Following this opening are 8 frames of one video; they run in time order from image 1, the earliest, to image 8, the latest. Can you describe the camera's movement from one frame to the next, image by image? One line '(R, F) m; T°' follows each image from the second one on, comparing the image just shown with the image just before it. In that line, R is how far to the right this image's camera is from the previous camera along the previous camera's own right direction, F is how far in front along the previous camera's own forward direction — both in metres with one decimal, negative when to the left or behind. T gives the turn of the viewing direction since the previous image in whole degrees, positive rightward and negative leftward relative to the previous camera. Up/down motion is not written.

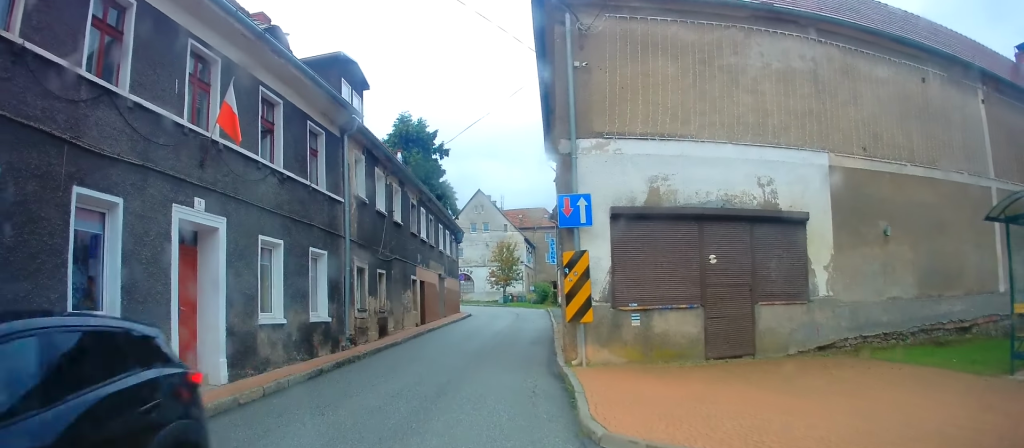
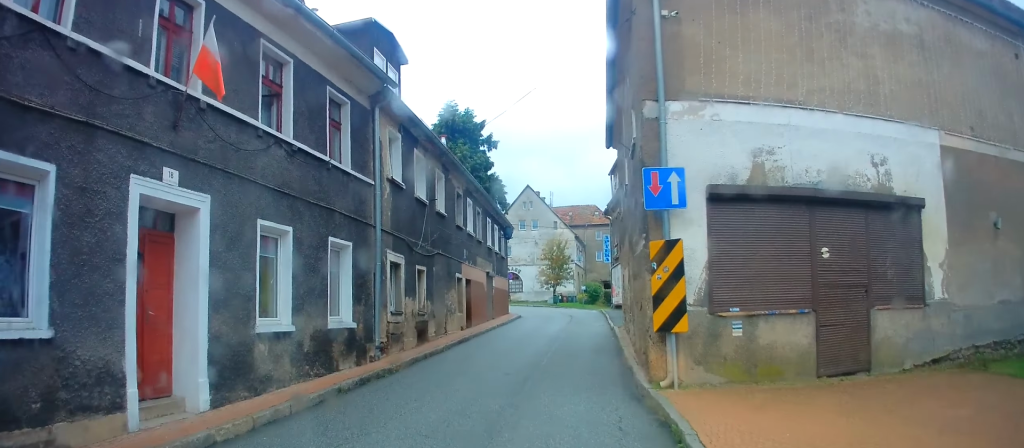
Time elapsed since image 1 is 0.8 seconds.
(-0.2, +2.2) m; -8°
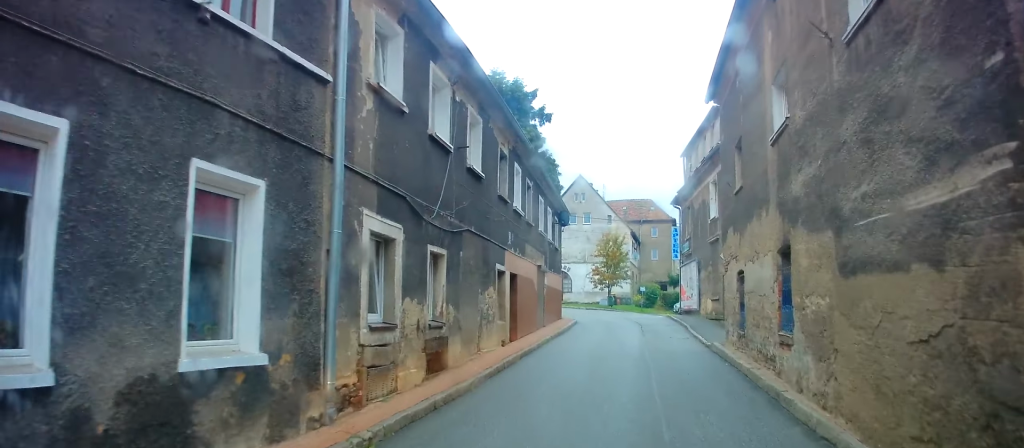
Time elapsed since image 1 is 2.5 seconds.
(+0.1, +5.6) m; +5°
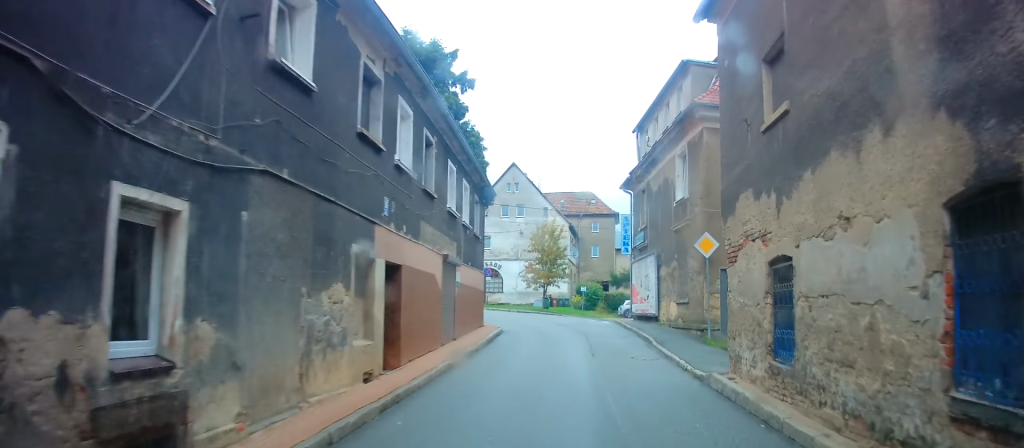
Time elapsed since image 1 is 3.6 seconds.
(+0.1, +4.9) m; +4°
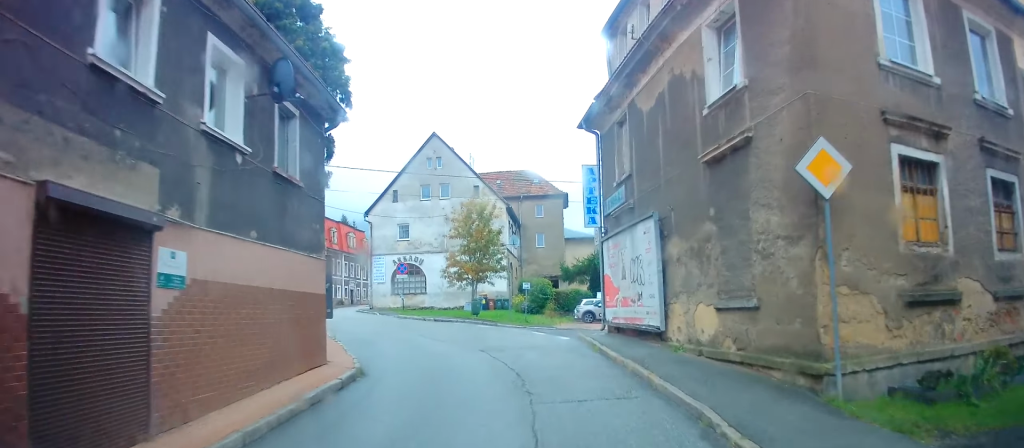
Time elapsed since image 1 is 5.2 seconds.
(+0.4, +9.5) m; +4°
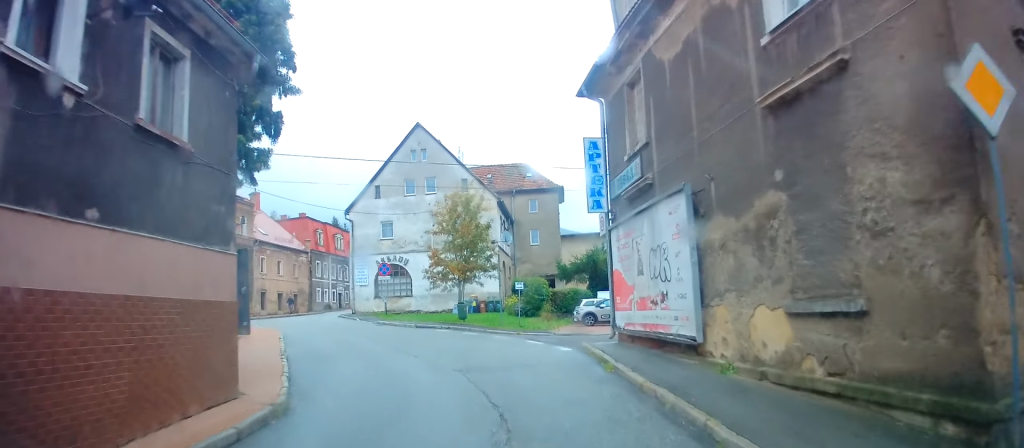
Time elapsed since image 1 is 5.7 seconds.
(0.0, +2.8) m; 0°
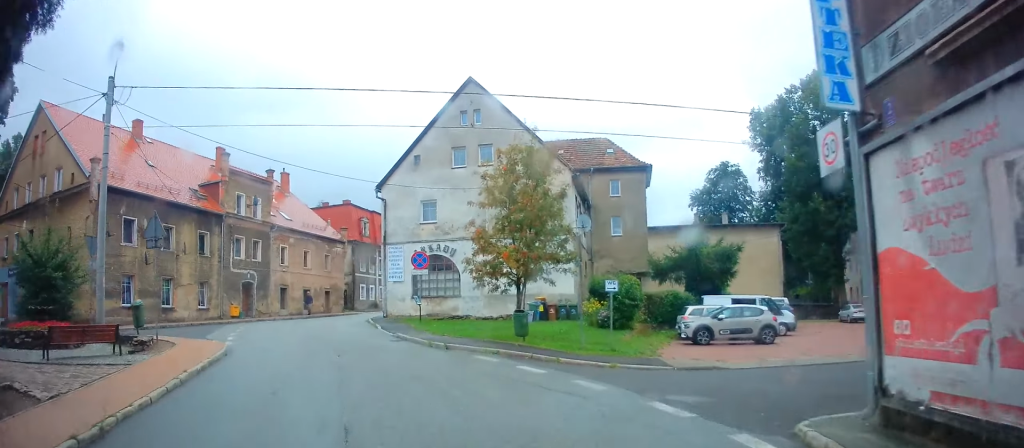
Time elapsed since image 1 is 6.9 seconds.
(-0.1, +7.2) m; -5°
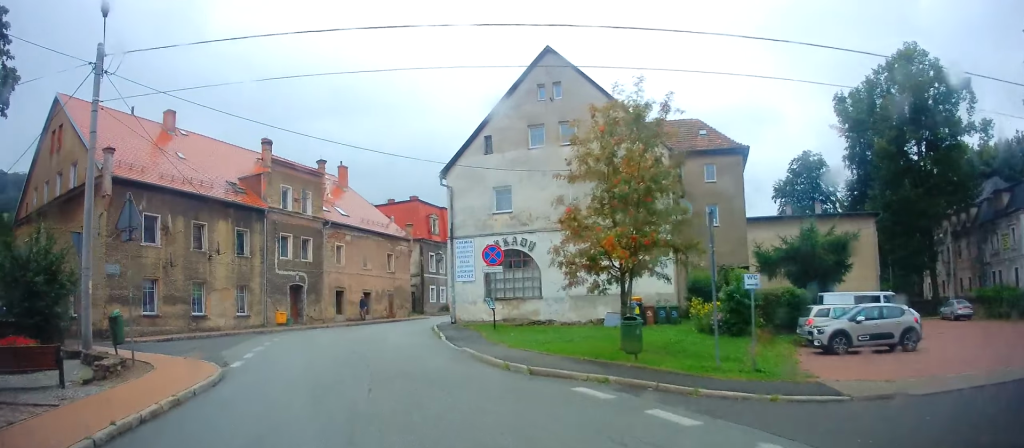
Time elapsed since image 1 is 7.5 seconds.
(-0.1, +3.8) m; -6°
